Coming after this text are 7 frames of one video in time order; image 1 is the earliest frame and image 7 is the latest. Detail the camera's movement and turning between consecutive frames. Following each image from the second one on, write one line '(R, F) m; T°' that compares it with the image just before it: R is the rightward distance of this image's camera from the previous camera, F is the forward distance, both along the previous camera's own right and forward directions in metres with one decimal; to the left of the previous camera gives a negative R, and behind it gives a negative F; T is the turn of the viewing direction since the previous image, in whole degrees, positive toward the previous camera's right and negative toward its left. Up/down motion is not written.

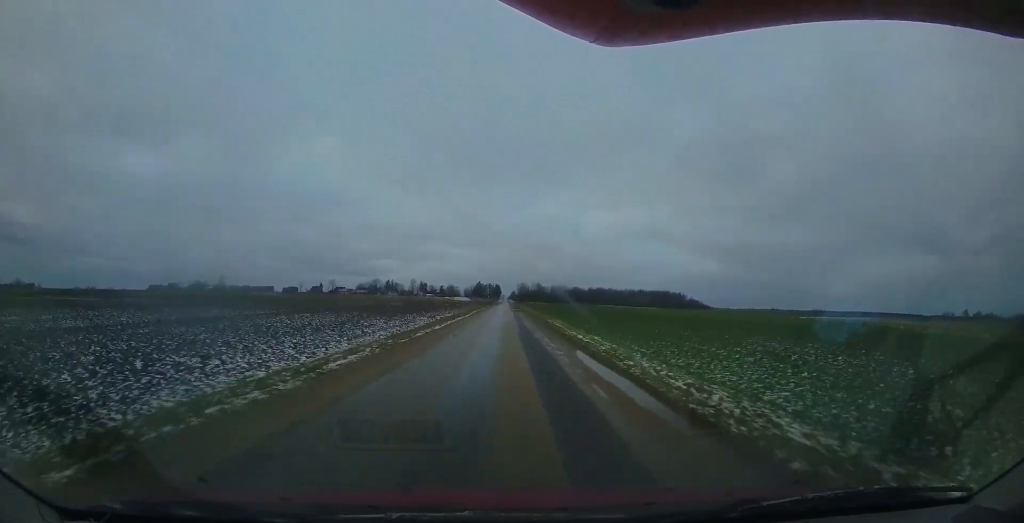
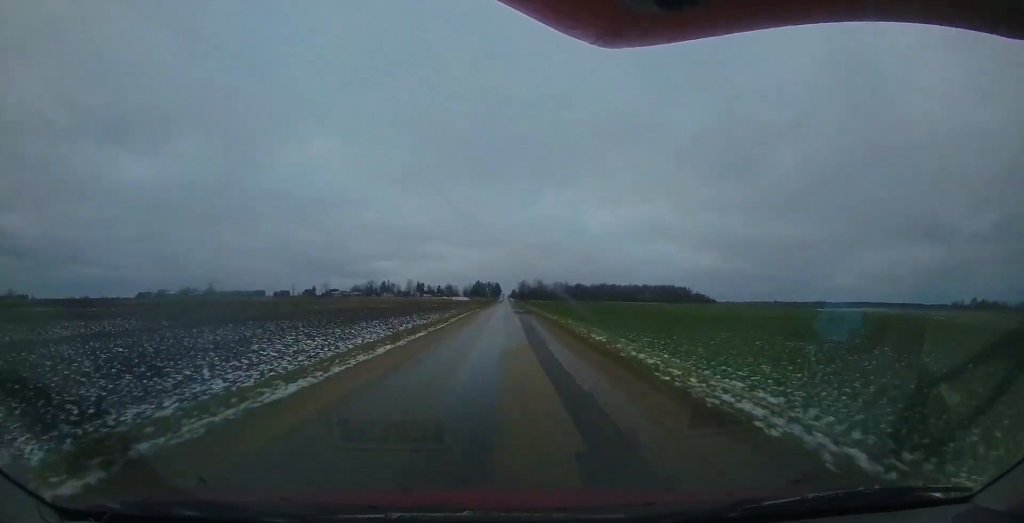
(0.0, +14.8) m; 0°
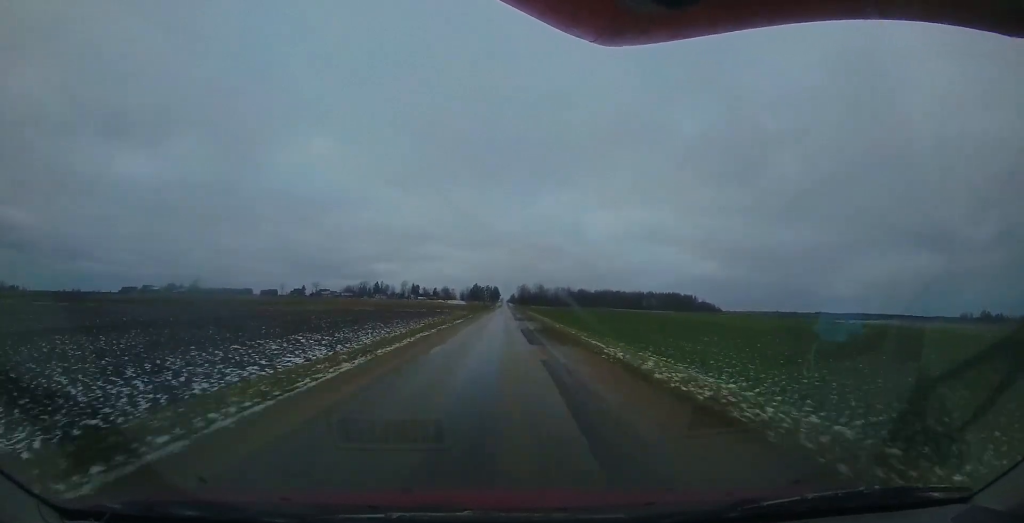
(0.0, +18.2) m; 0°
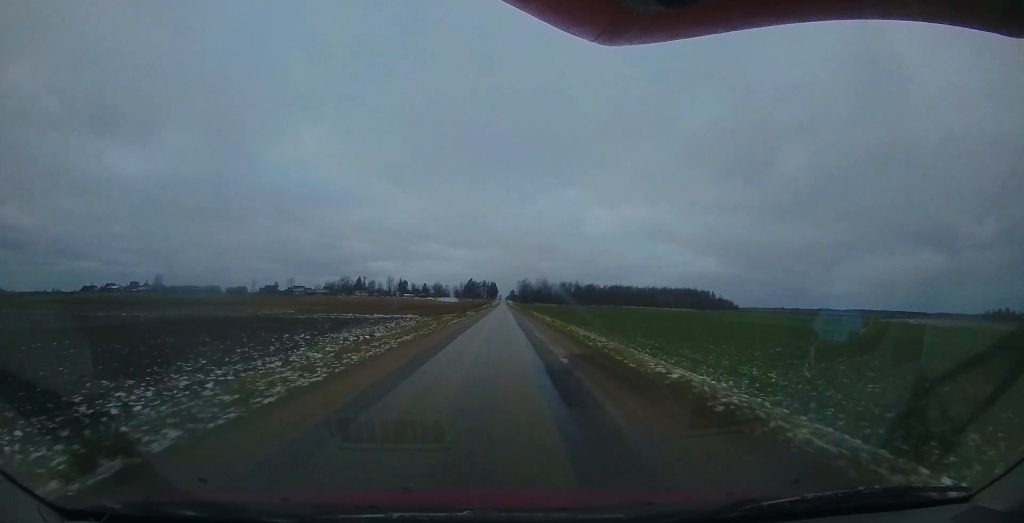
(+0.3, +42.1) m; +1°
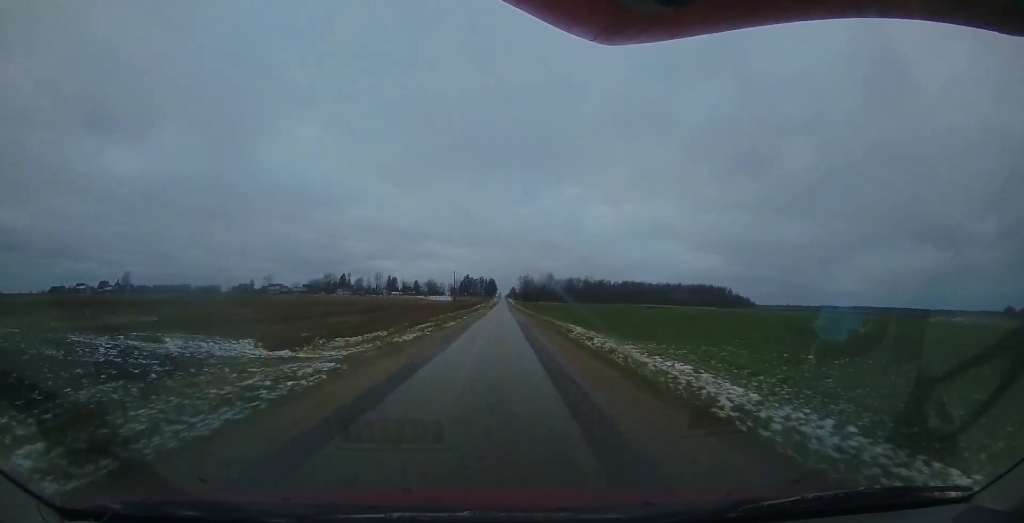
(+0.5, +32.3) m; +1°
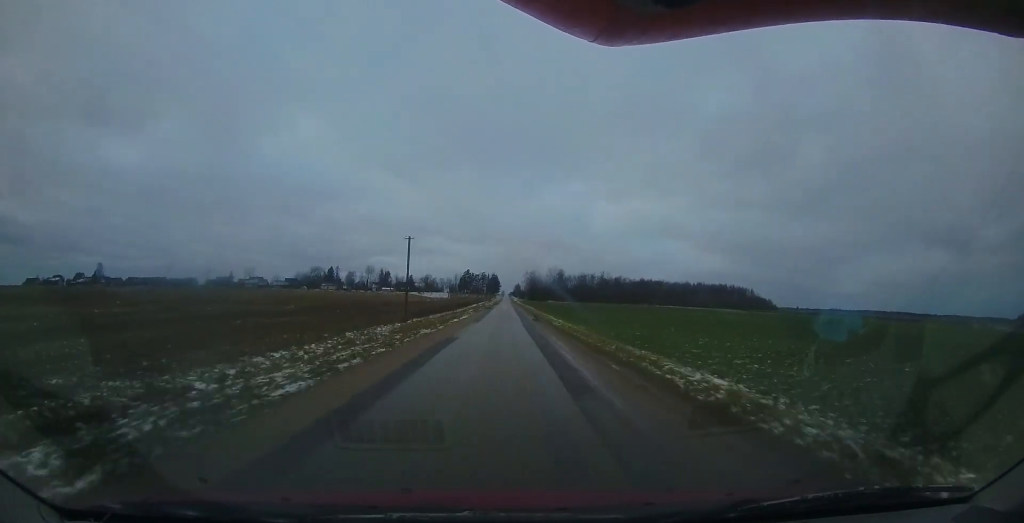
(-0.1, +28.8) m; -1°
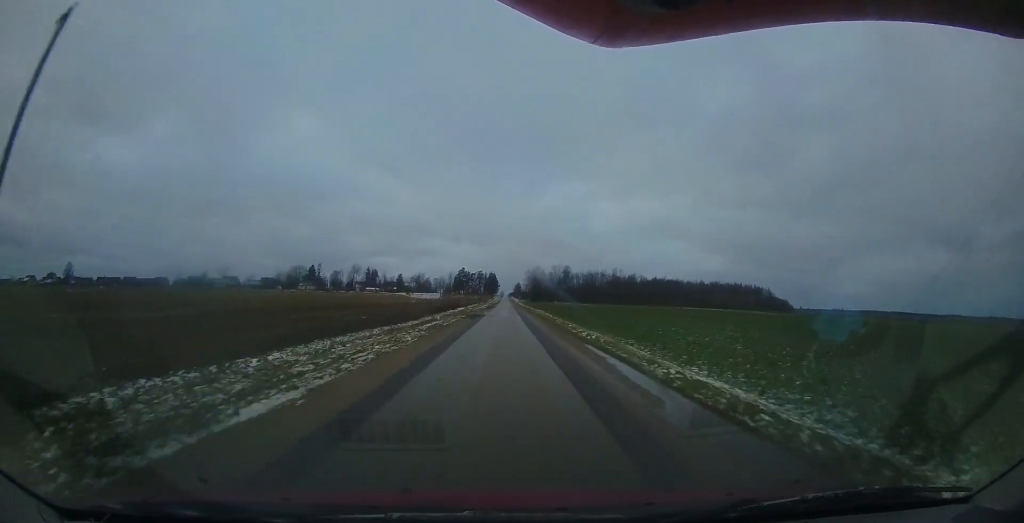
(-0.4, +25.5) m; -1°
